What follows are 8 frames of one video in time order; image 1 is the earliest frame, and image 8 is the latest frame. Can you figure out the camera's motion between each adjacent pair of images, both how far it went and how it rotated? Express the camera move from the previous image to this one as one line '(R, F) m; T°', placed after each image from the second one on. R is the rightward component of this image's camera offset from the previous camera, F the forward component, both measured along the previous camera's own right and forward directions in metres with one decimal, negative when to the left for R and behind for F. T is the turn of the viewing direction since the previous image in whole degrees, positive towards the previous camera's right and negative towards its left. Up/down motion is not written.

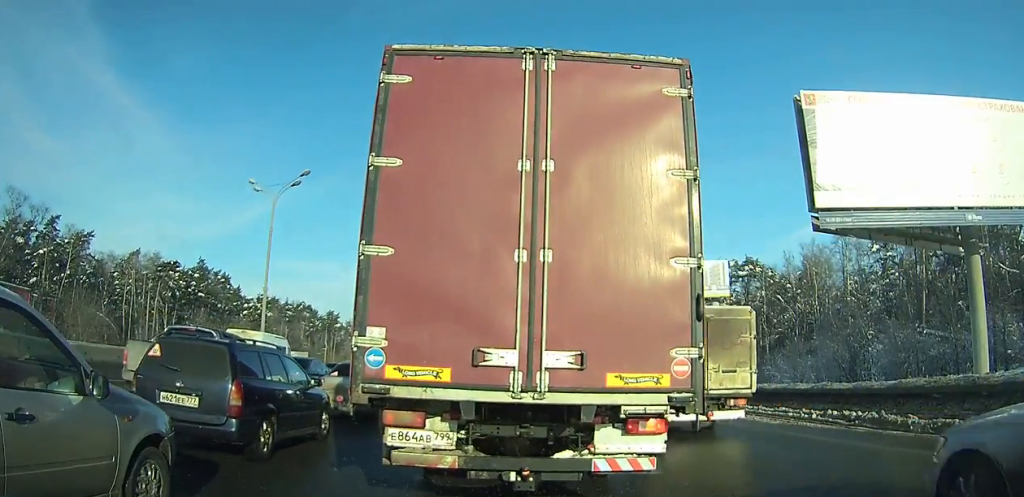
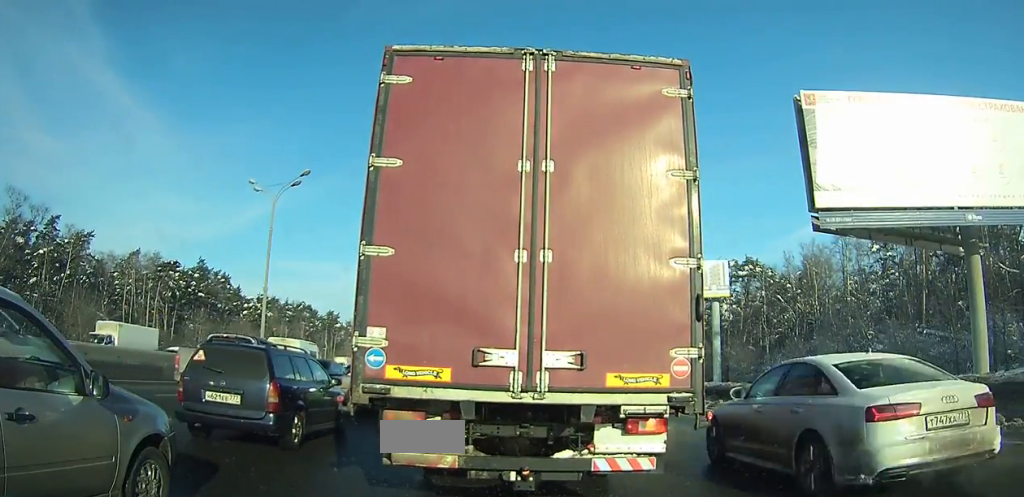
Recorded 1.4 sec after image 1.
(0.0, +3.3) m; 0°
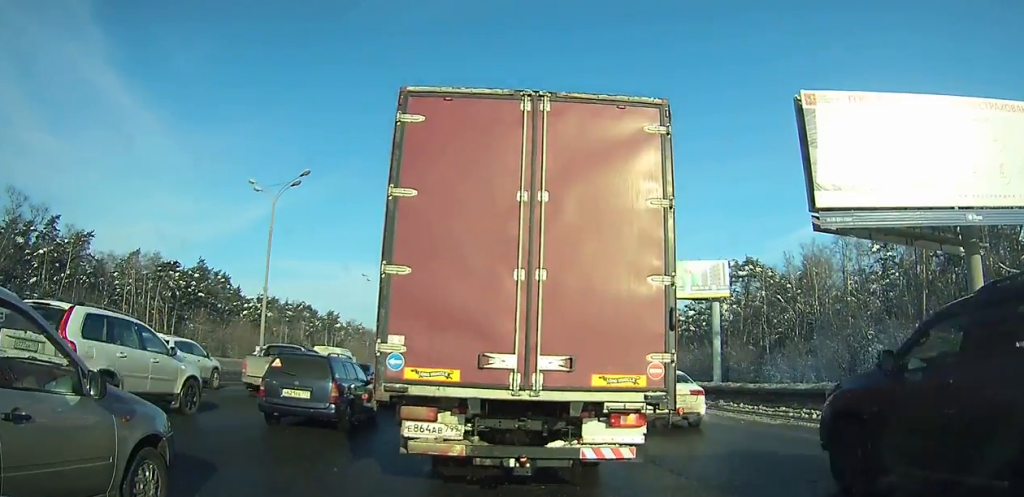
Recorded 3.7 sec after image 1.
(0.0, +5.4) m; 0°
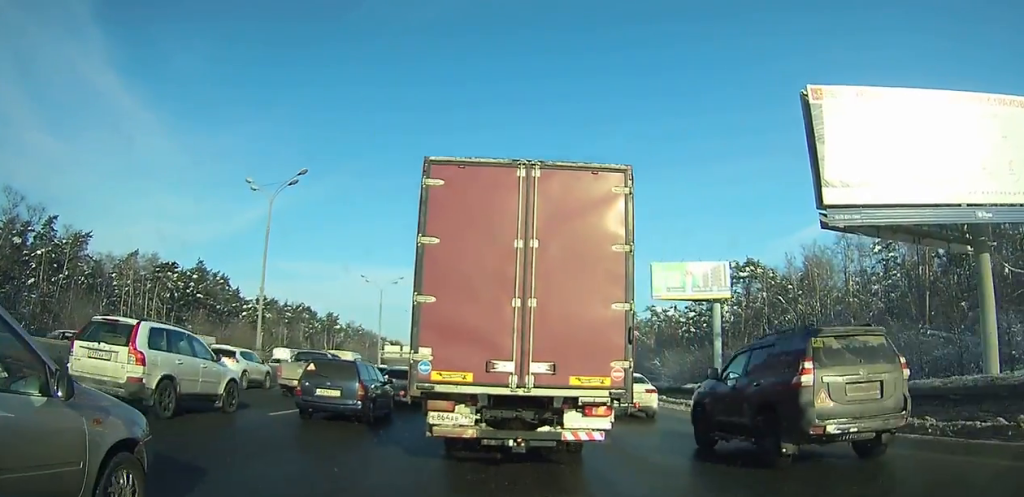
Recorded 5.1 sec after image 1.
(0.0, +3.3) m; 0°
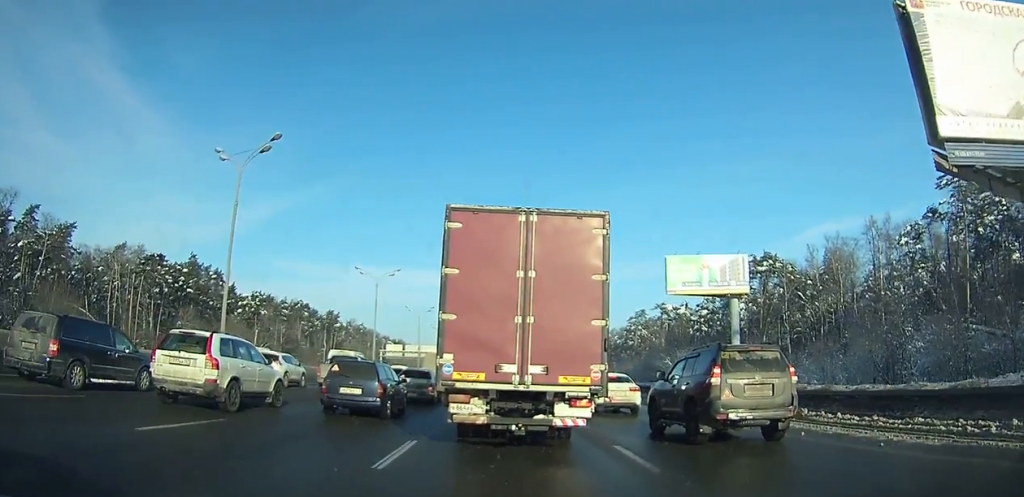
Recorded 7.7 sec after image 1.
(0.0, +6.2) m; 0°
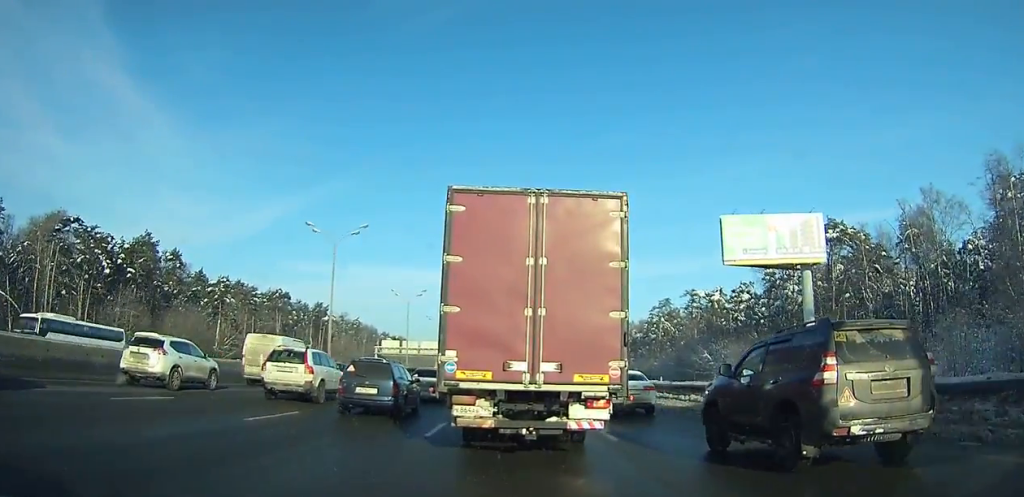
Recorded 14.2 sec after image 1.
(0.0, +17.1) m; 0°
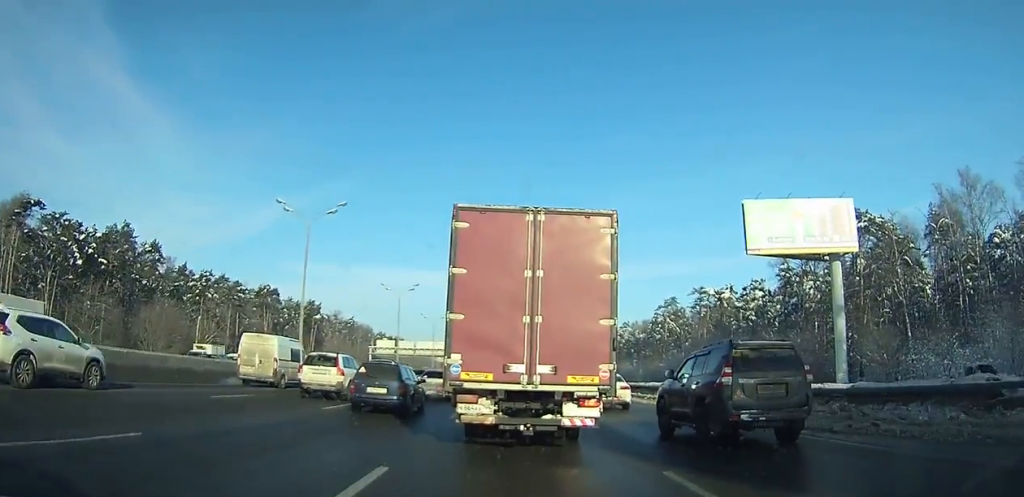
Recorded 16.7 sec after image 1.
(0.0, +7.4) m; 0°
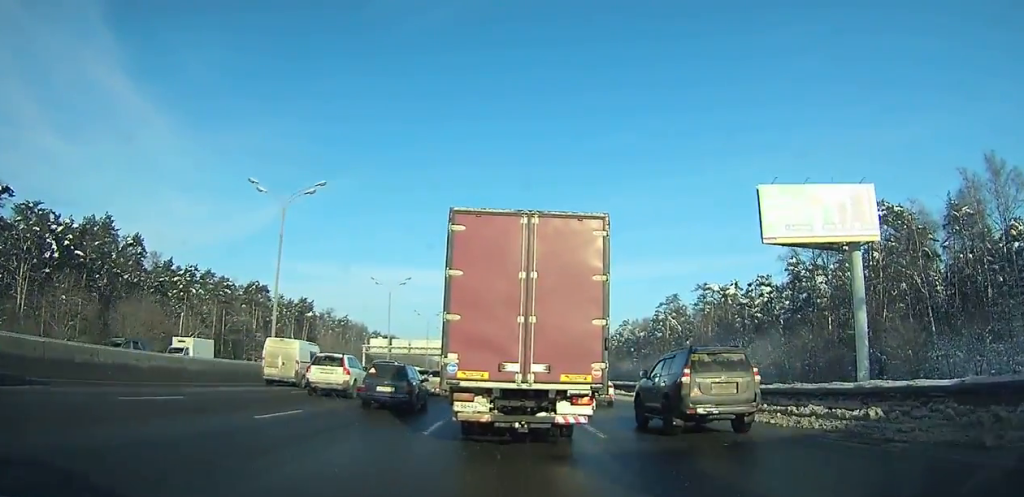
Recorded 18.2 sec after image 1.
(0.0, +4.8) m; 0°
